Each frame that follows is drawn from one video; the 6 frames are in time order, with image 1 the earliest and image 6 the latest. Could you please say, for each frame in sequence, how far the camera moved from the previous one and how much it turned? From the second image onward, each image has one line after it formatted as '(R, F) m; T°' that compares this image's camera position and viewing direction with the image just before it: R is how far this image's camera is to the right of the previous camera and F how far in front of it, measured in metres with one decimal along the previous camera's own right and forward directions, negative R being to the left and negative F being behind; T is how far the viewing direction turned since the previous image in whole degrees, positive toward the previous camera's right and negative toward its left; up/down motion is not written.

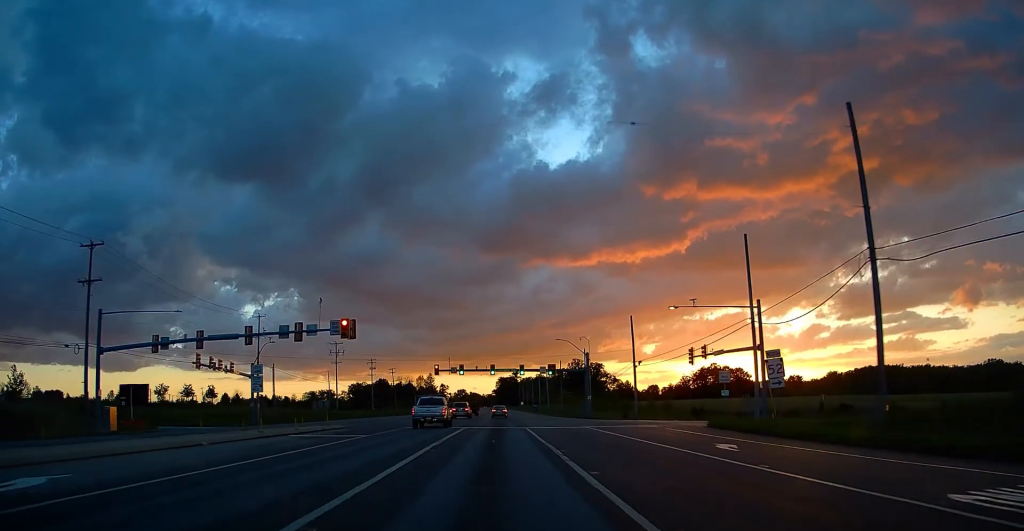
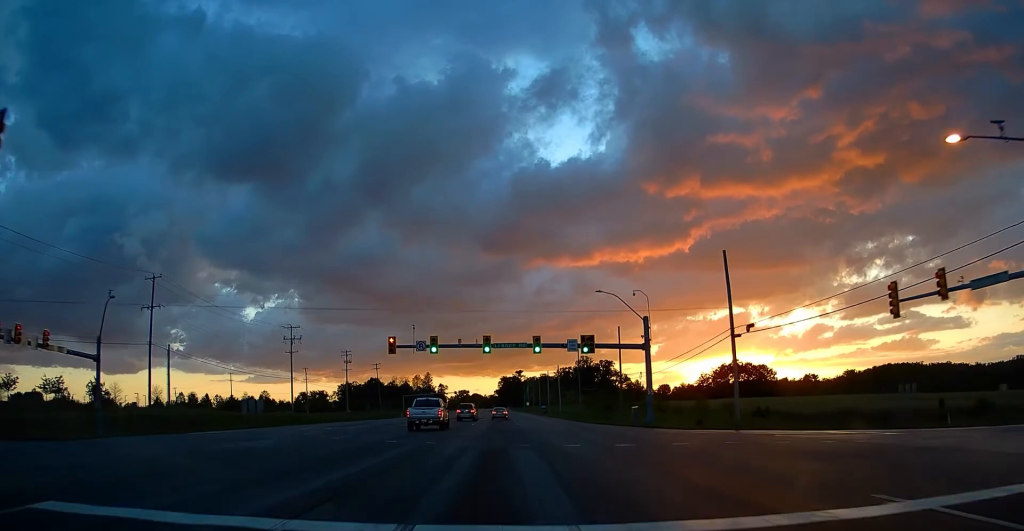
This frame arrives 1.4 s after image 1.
(-0.1, +34.3) m; 0°
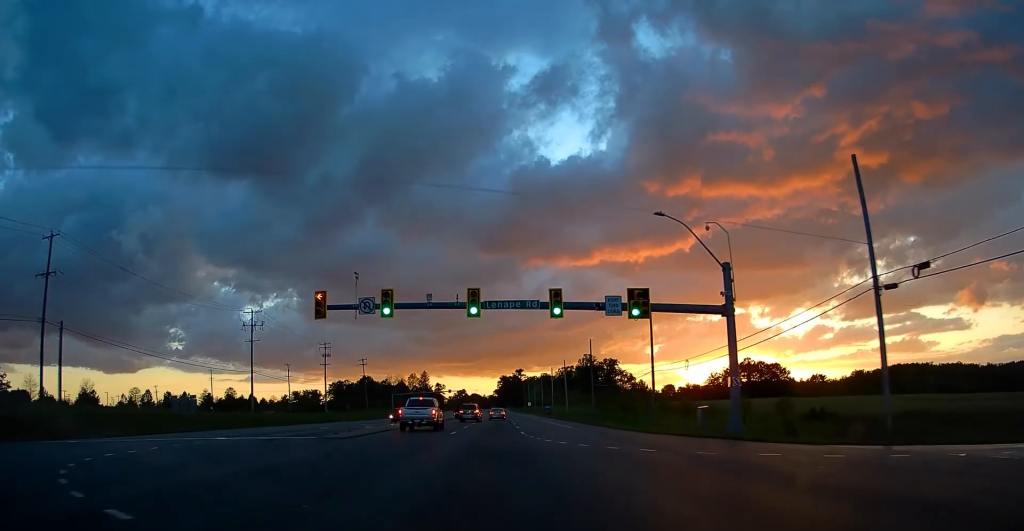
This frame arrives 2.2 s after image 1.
(-0.1, +19.0) m; -1°
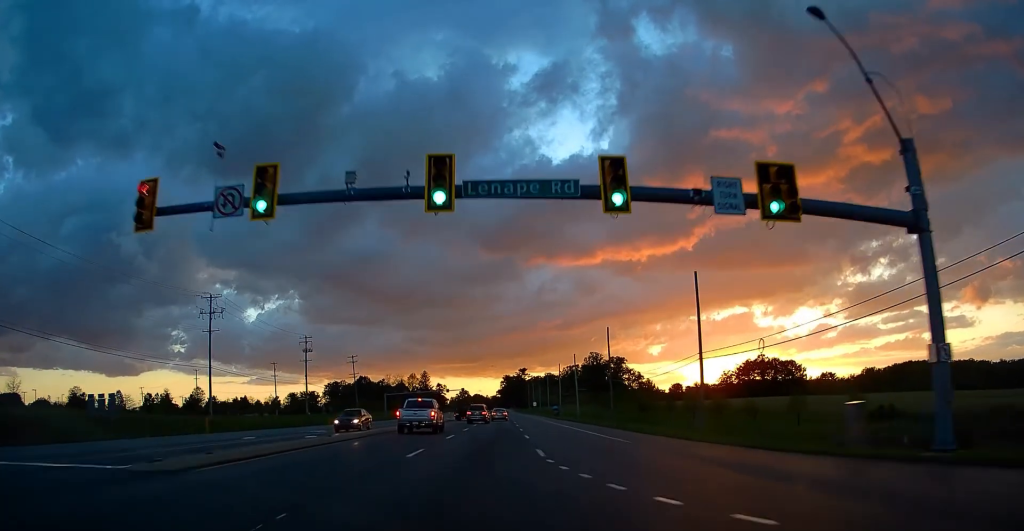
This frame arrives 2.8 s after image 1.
(-0.2, +15.8) m; 0°
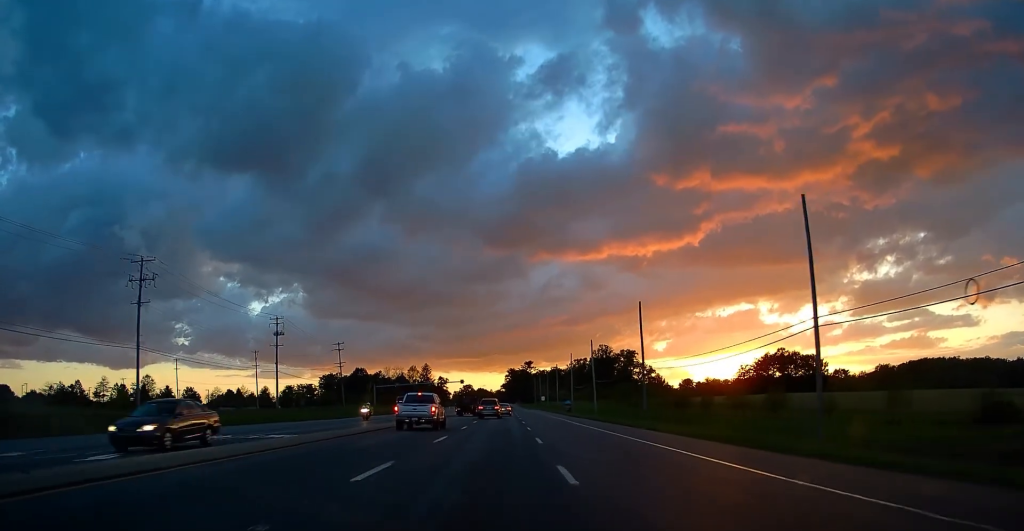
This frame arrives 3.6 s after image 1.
(+0.2, +19.1) m; 0°
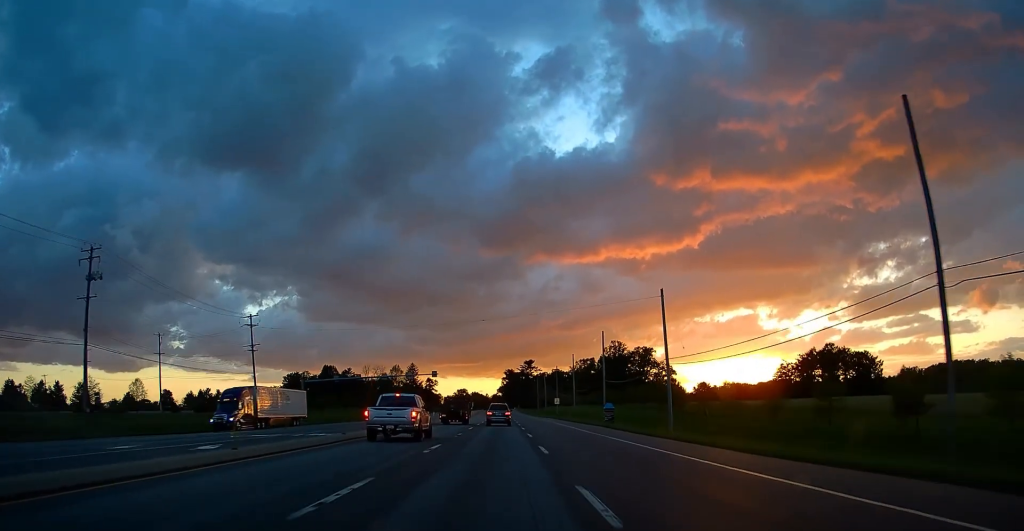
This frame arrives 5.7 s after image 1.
(+0.2, +52.1) m; +1°
